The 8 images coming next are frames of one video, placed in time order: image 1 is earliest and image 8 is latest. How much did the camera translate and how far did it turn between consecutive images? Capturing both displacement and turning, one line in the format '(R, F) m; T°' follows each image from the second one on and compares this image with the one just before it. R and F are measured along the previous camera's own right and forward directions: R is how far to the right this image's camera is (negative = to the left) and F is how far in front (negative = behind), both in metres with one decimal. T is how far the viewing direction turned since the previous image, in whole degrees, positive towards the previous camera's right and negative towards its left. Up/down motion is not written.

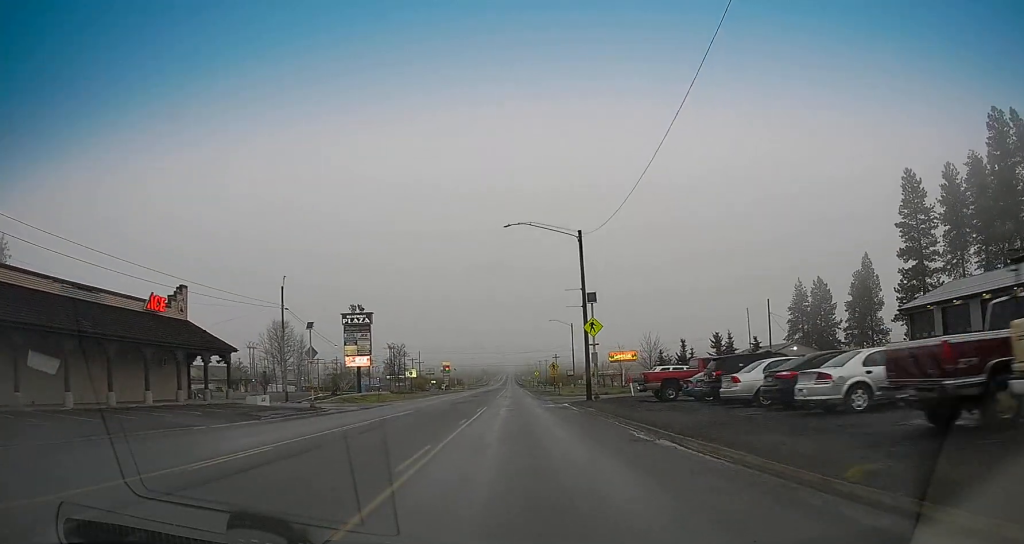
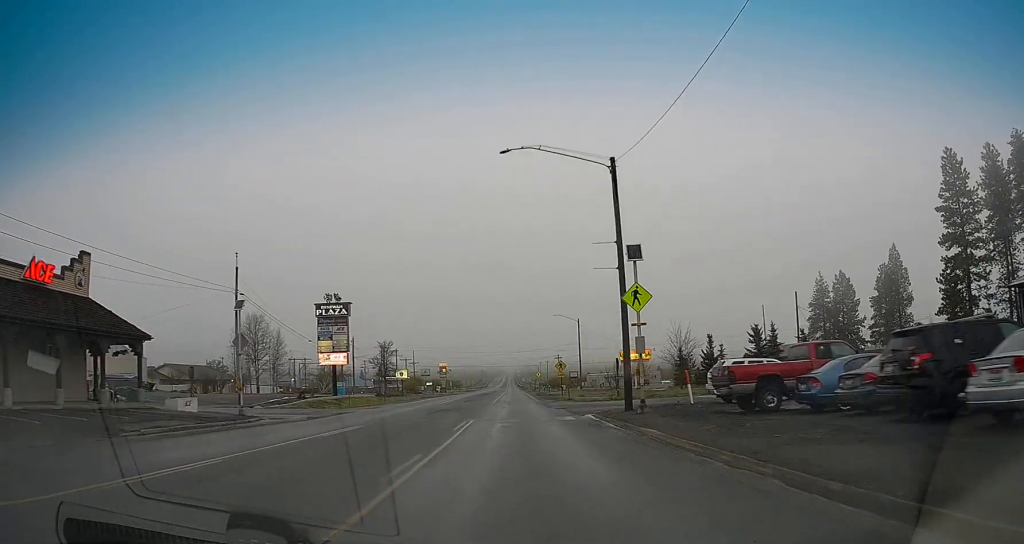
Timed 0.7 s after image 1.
(-0.1, +11.7) m; -1°
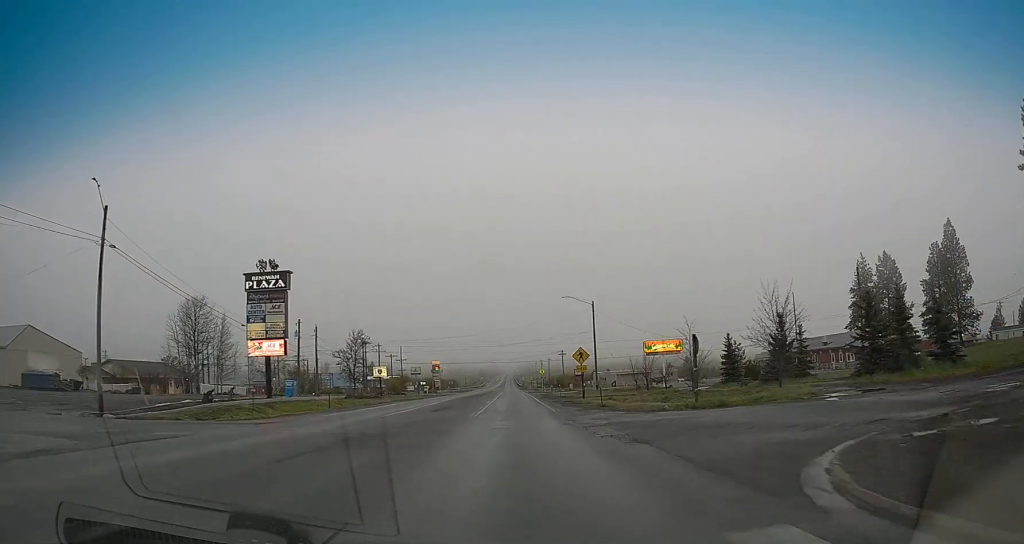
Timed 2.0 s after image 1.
(0.0, +20.0) m; +1°
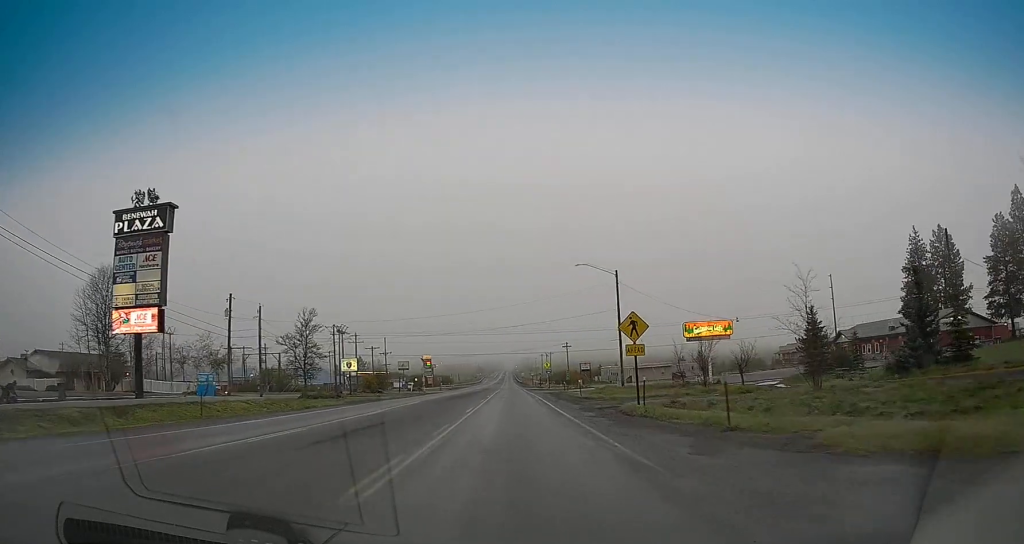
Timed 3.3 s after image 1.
(+0.6, +20.0) m; +1°
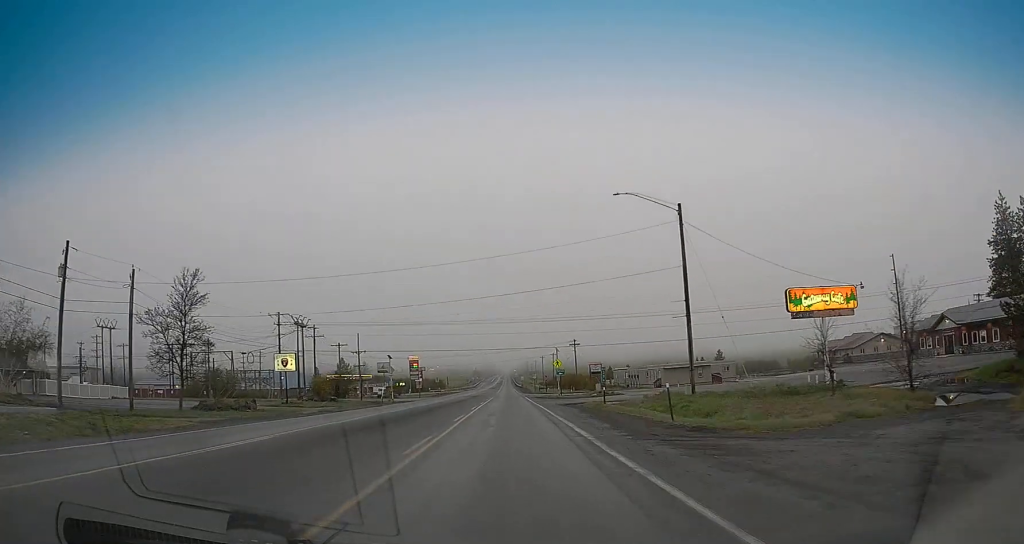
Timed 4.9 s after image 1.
(-0.2, +25.2) m; 0°
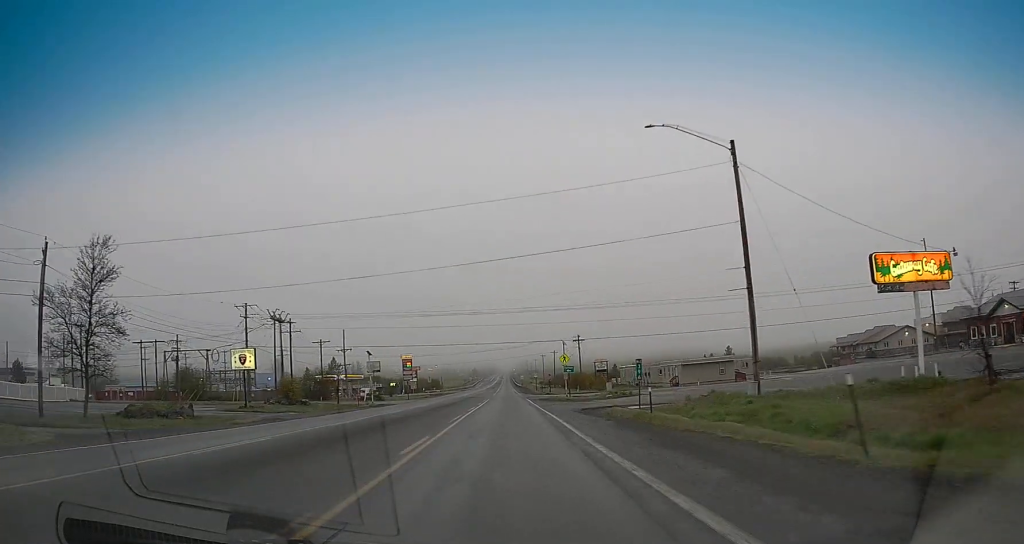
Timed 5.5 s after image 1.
(+0.2, +10.5) m; 0°
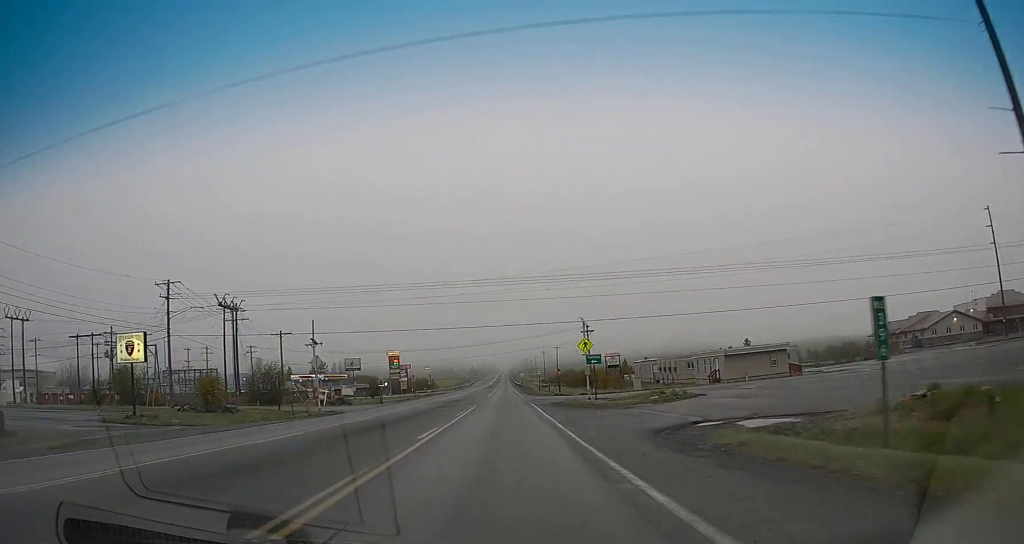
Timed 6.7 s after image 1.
(-0.6, +17.8) m; -1°
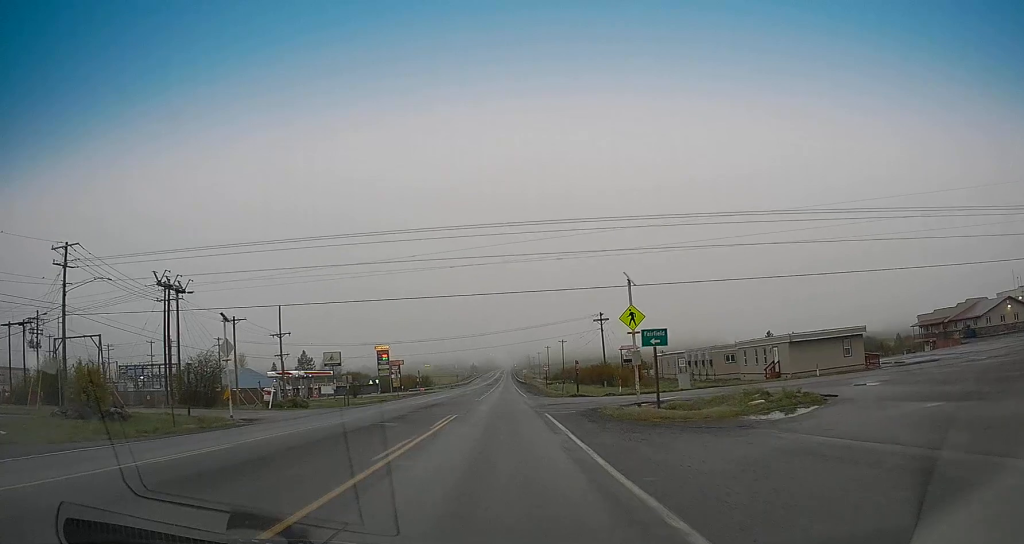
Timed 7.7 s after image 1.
(+0.2, +15.7) m; +1°
